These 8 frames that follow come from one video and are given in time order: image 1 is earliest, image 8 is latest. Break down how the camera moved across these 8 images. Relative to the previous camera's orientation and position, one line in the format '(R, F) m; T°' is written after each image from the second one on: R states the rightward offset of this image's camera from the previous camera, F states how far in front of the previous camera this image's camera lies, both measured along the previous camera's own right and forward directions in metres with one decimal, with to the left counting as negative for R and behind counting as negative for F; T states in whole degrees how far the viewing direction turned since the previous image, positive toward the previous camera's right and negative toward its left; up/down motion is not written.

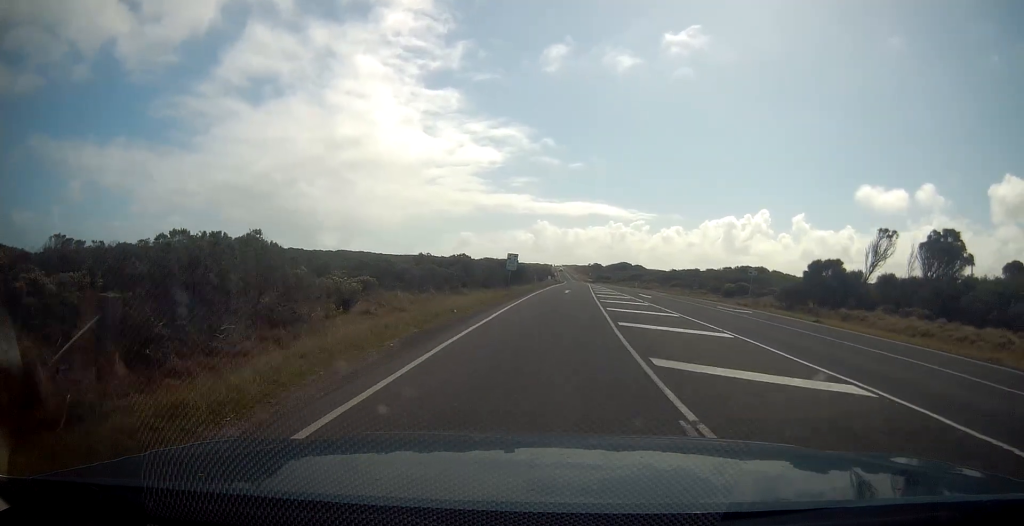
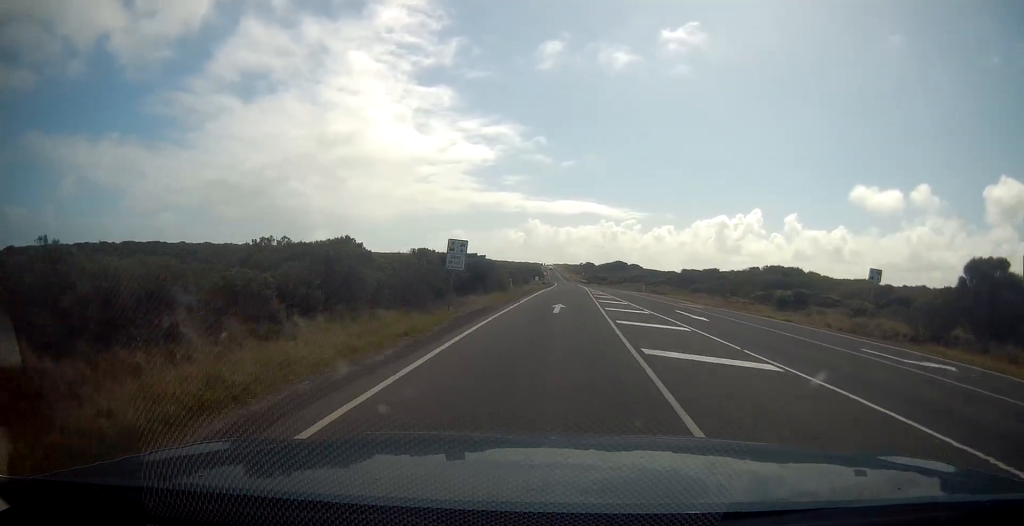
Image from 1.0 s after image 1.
(+0.3, +17.6) m; +1°
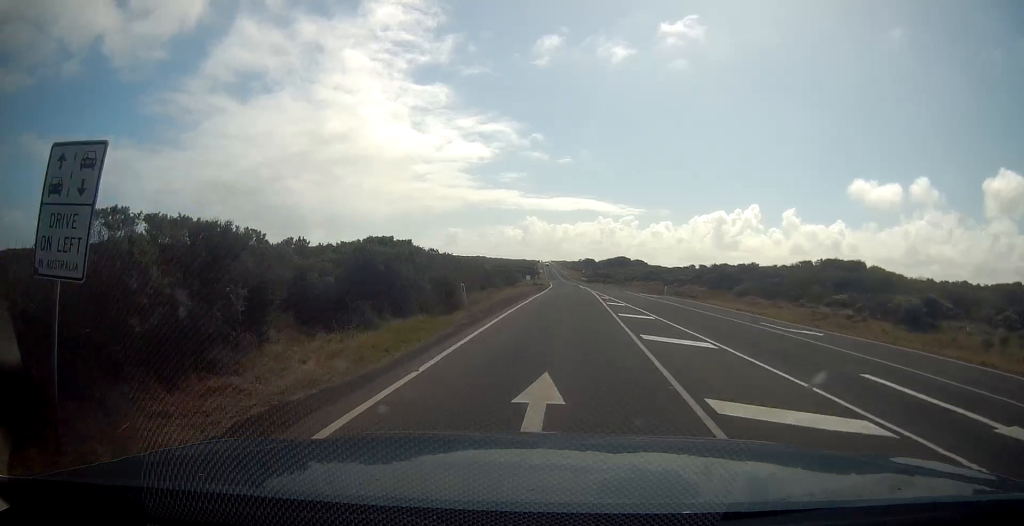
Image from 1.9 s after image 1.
(0.0, +17.8) m; 0°
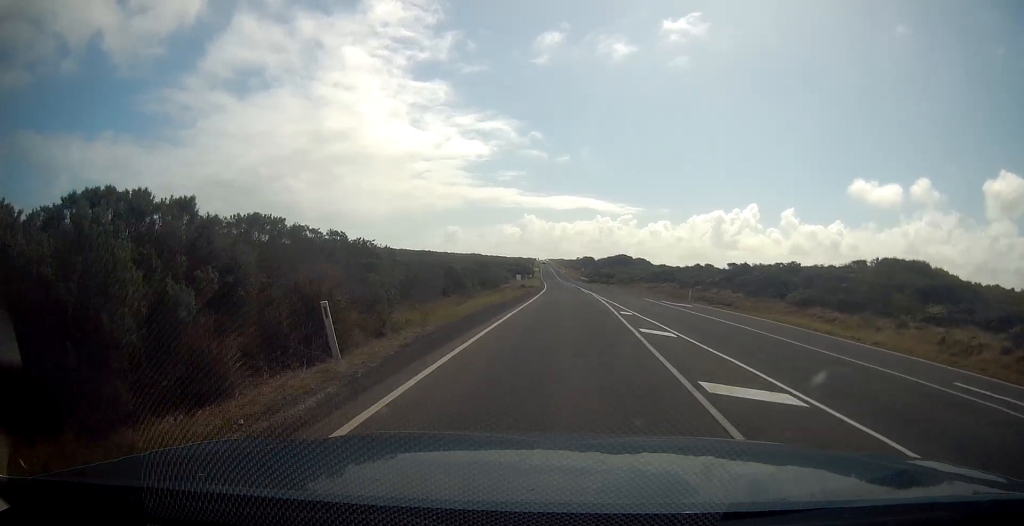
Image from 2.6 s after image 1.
(-0.1, +12.4) m; 0°
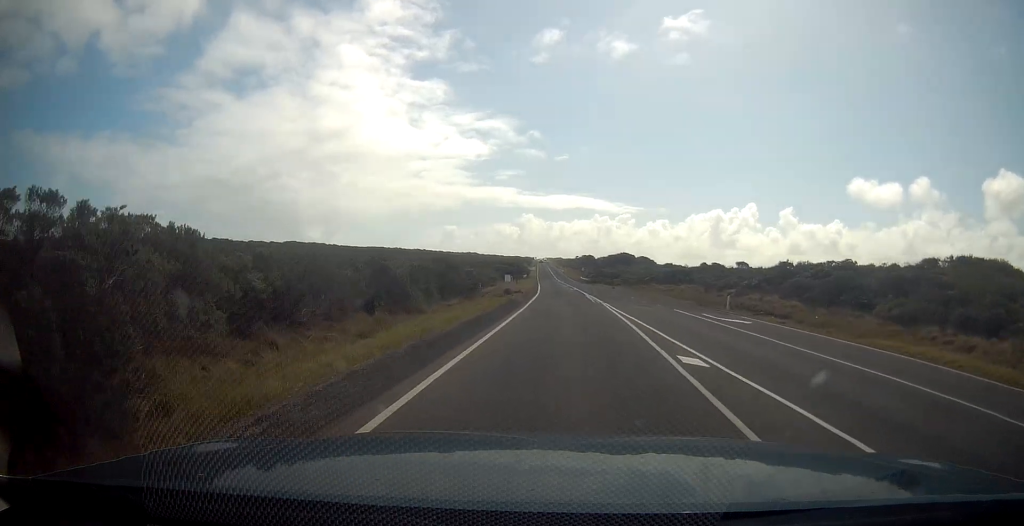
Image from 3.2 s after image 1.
(+0.1, +11.2) m; 0°
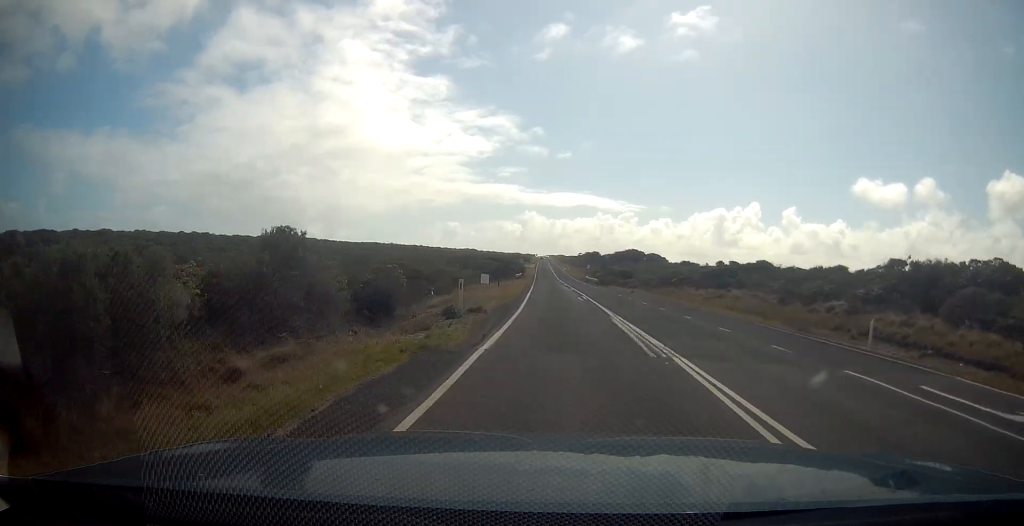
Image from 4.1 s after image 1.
(+0.1, +16.9) m; 0°
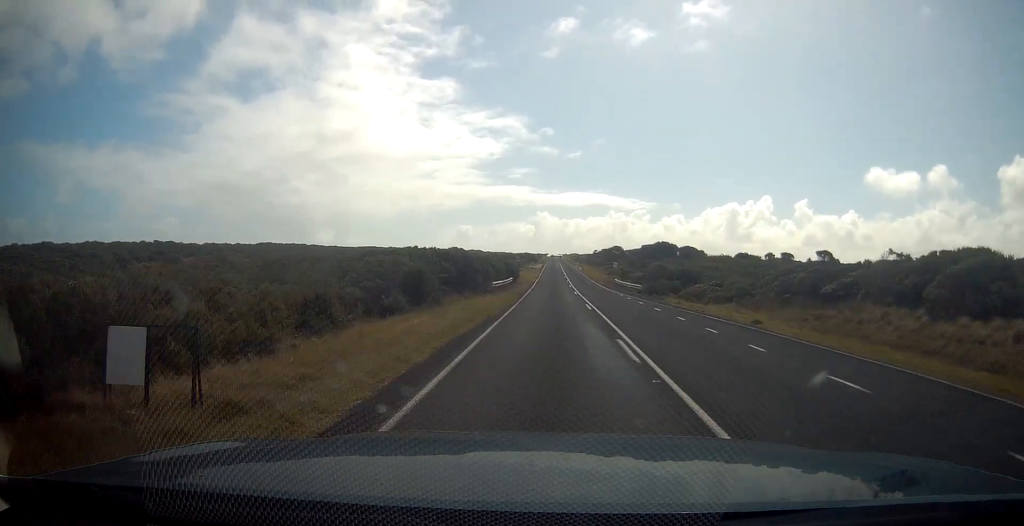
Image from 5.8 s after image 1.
(-0.3, +32.1) m; -2°
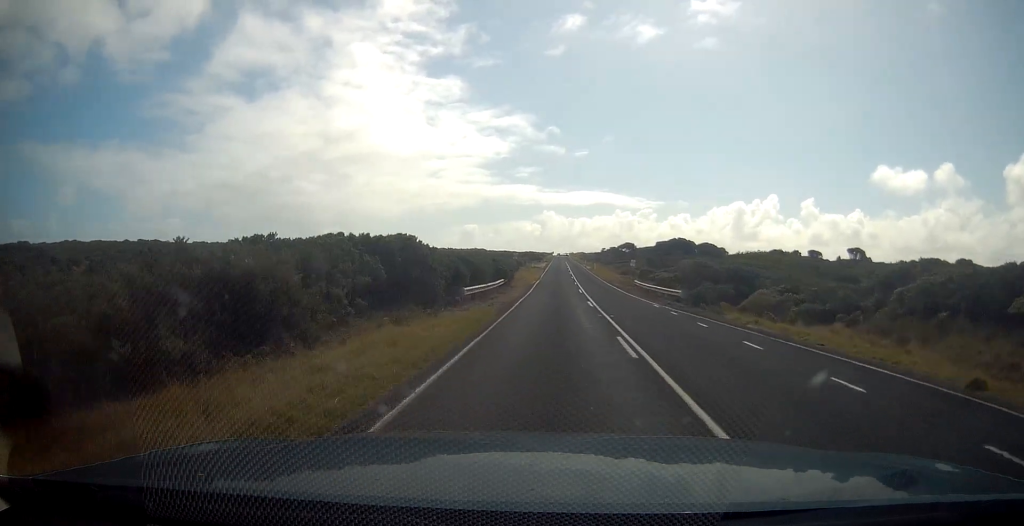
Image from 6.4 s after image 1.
(-0.2, +12.5) m; -1°
